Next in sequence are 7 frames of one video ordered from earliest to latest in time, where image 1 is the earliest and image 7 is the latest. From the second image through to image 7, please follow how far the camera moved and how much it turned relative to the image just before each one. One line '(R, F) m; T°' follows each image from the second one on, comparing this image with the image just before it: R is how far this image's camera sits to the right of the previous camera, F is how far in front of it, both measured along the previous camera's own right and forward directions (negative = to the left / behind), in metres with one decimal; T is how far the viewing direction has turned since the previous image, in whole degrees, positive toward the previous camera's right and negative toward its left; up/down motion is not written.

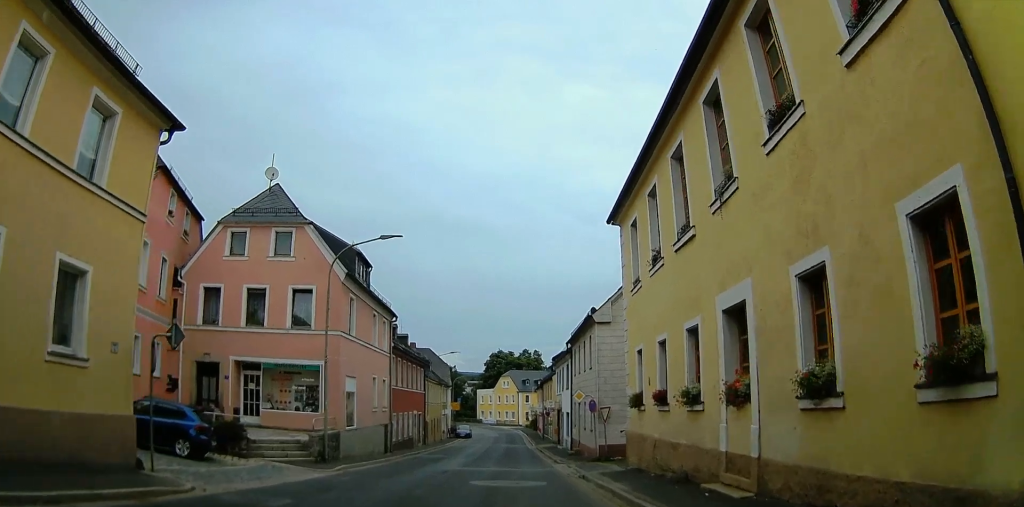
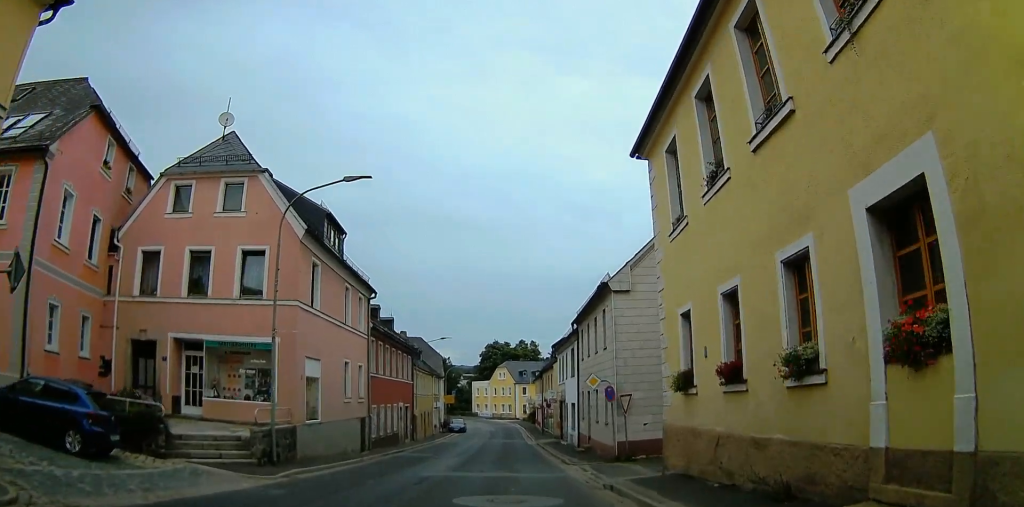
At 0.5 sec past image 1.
(+0.4, +4.3) m; +1°
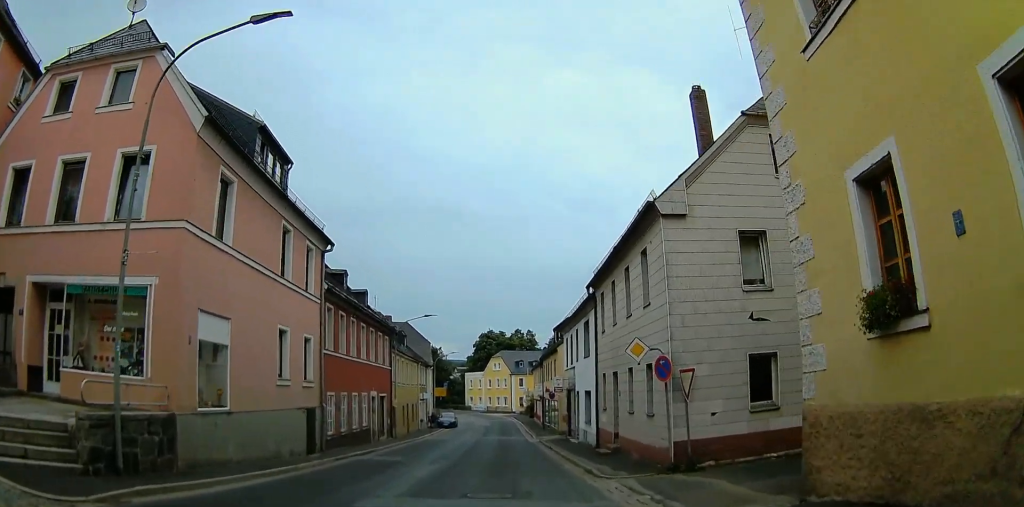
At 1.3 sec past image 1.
(+0.2, +6.7) m; -2°
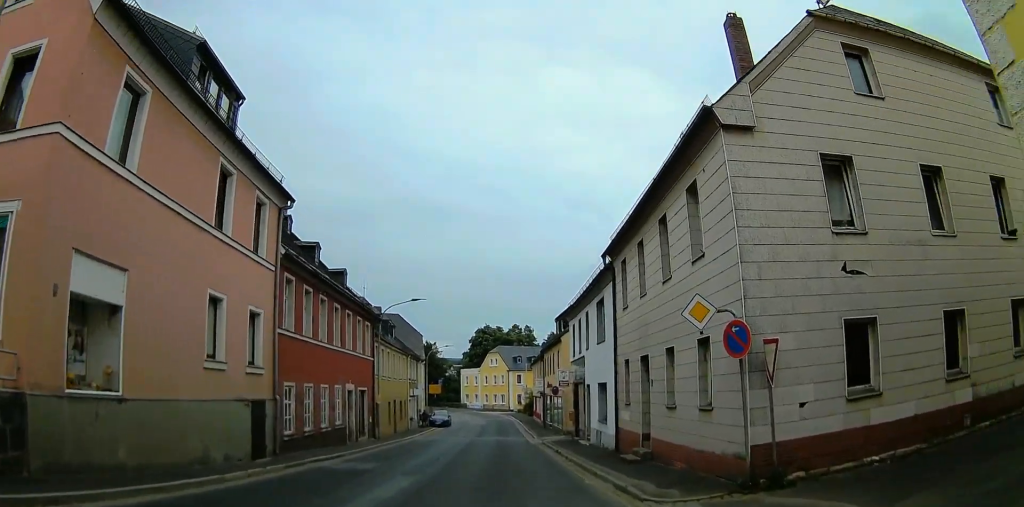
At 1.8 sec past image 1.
(-0.1, +4.4) m; -5°
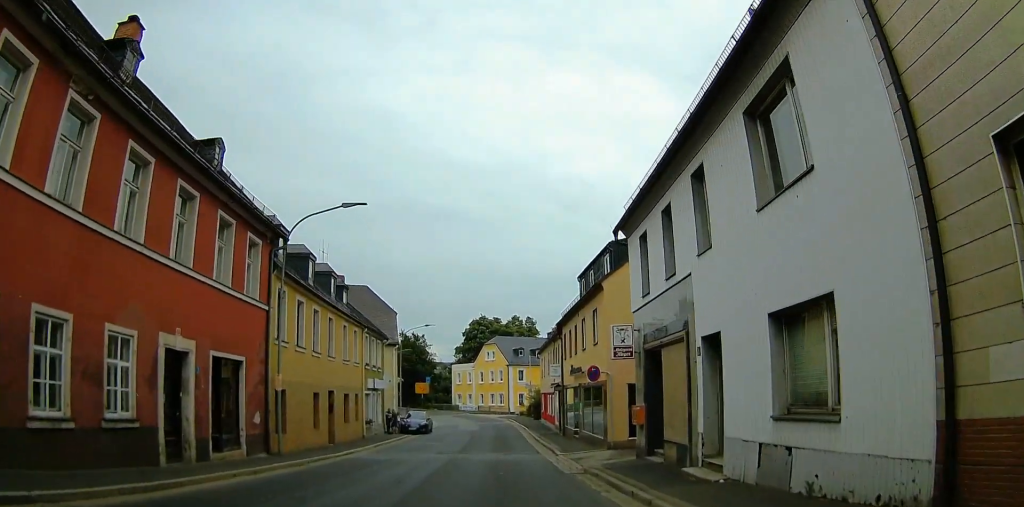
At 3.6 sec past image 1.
(-0.1, +15.3) m; +5°
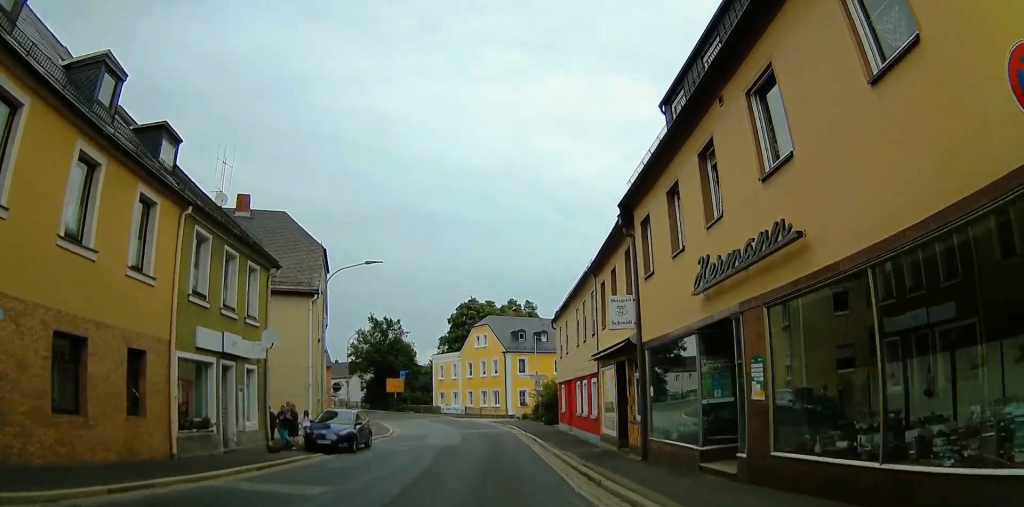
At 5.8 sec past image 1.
(-1.2, +19.9) m; -4°
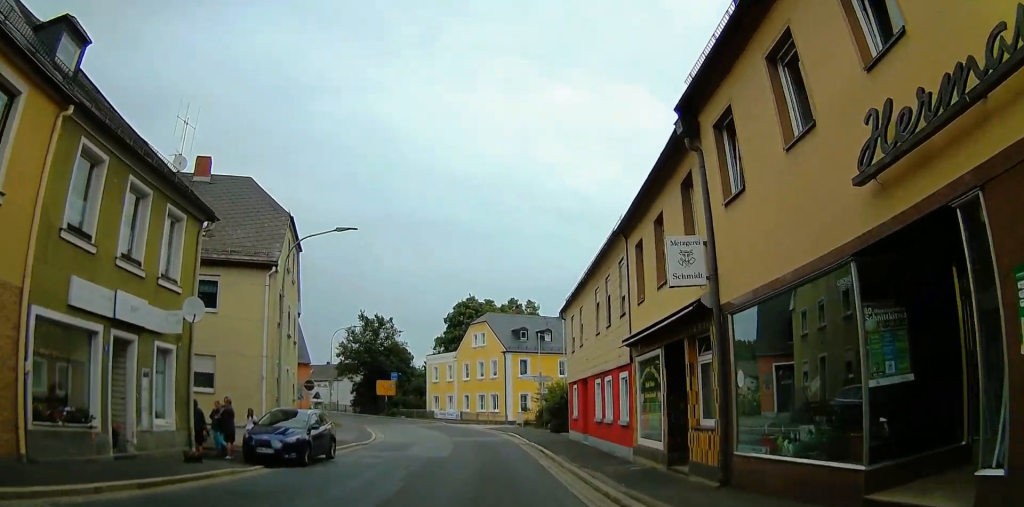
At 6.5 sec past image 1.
(+0.4, +5.2) m; +2°
